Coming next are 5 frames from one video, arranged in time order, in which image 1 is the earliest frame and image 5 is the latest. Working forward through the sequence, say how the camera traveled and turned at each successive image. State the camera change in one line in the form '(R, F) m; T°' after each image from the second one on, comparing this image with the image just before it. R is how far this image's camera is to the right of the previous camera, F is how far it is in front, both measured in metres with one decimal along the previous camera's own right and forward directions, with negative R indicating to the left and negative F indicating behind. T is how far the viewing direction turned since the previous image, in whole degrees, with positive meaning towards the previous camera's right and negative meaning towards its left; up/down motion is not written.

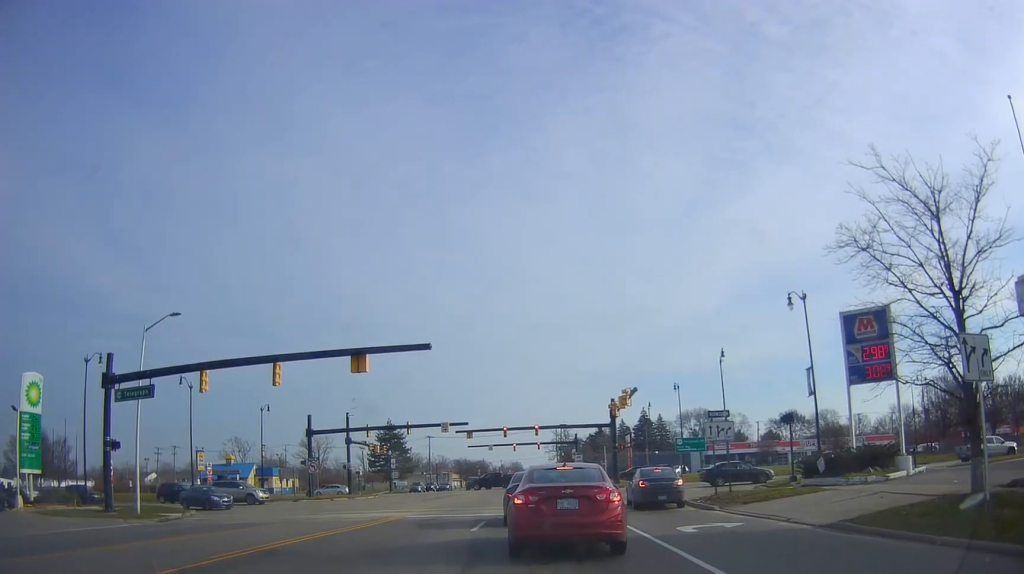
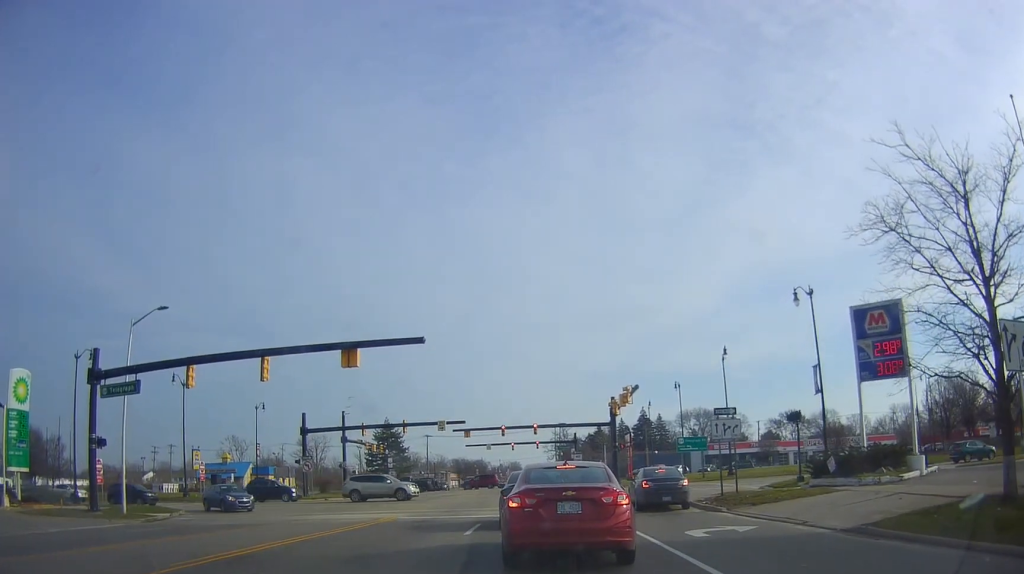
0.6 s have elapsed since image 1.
(0.0, +1.9) m; +2°
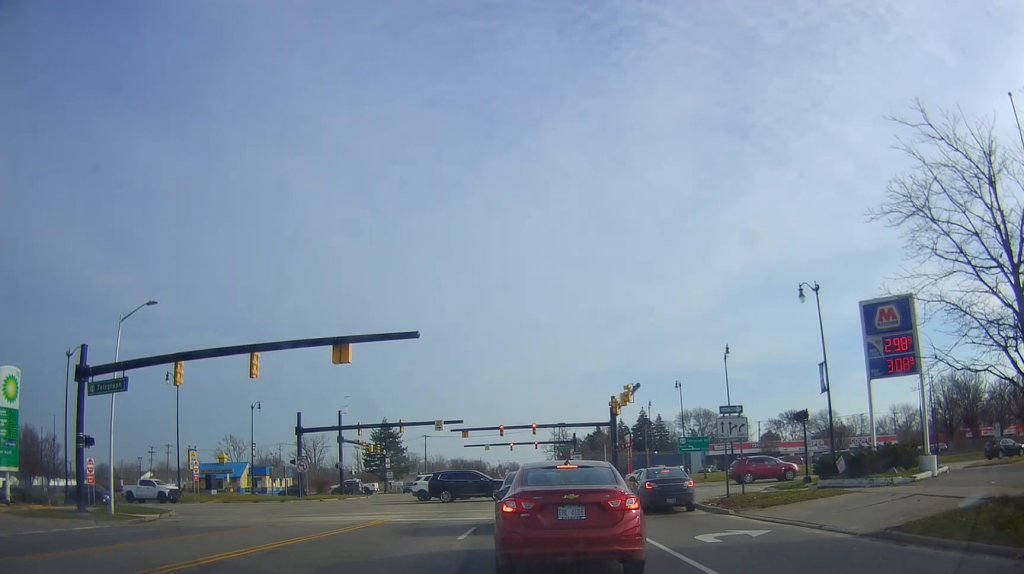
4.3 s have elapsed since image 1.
(+0.4, +3.5) m; +1°
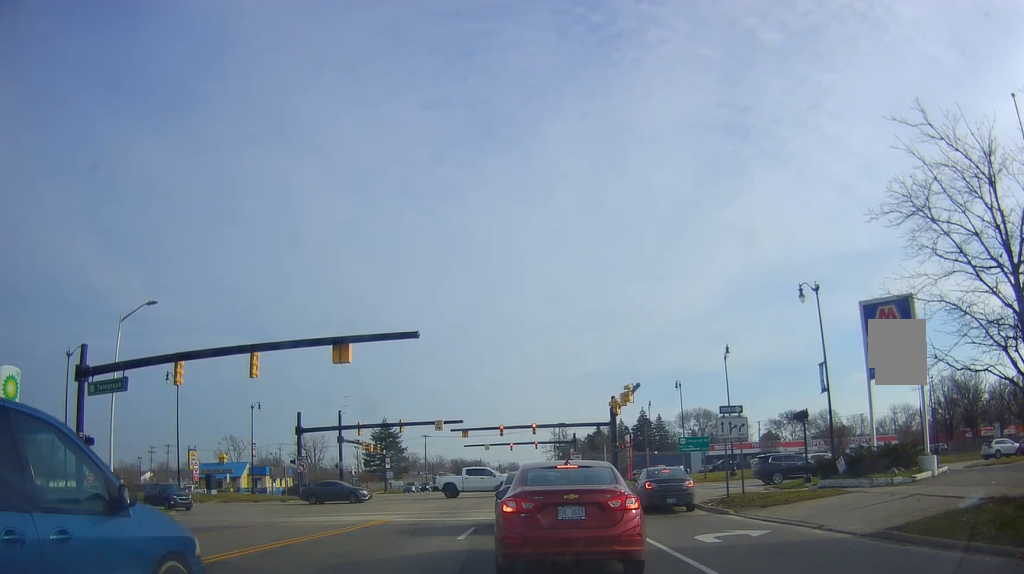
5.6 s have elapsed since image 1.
(0.0, 0.0) m; 0°
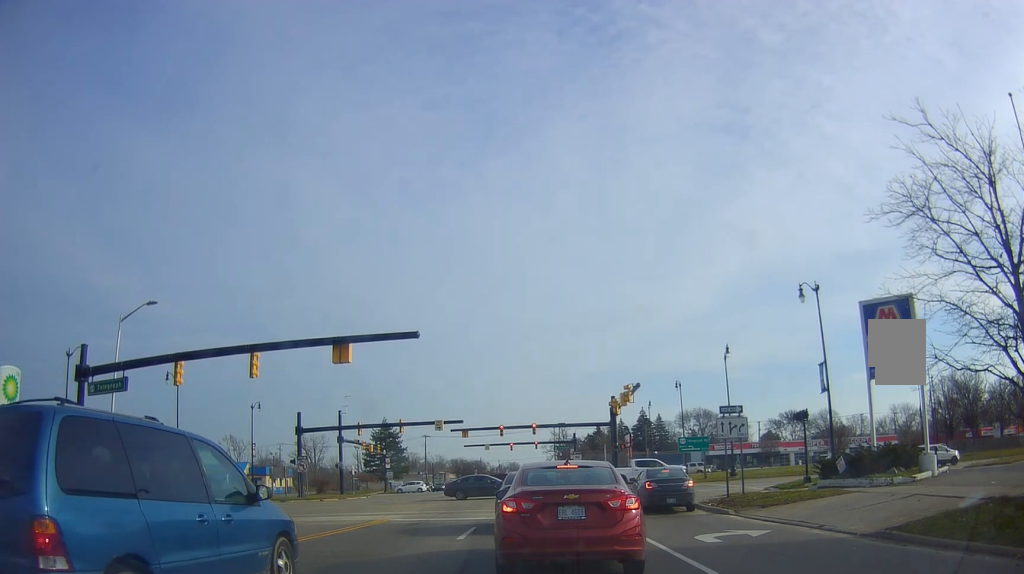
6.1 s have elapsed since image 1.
(0.0, 0.0) m; 0°
